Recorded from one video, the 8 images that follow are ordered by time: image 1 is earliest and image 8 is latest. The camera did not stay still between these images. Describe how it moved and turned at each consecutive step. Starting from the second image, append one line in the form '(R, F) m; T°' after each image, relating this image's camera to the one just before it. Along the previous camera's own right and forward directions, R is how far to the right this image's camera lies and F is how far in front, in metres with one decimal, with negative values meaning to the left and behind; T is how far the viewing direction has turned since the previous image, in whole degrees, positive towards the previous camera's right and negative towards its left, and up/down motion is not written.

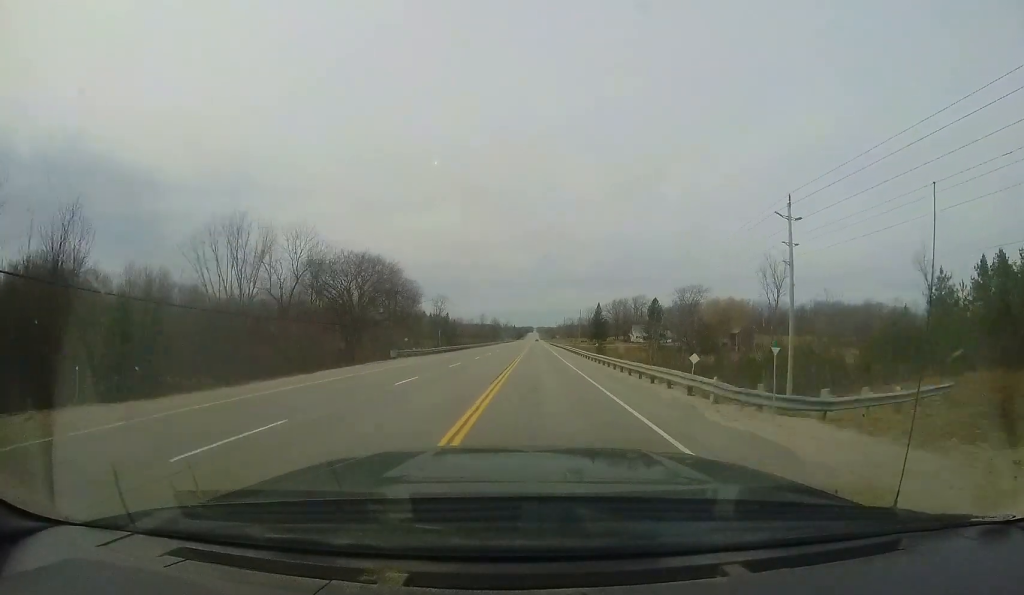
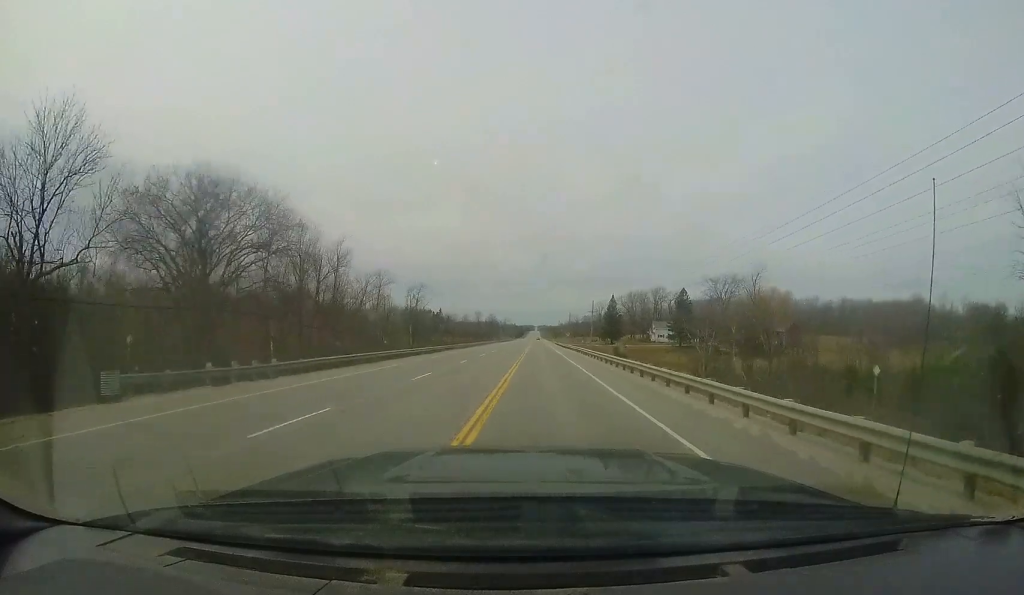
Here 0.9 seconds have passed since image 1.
(-0.5, +26.2) m; -1°
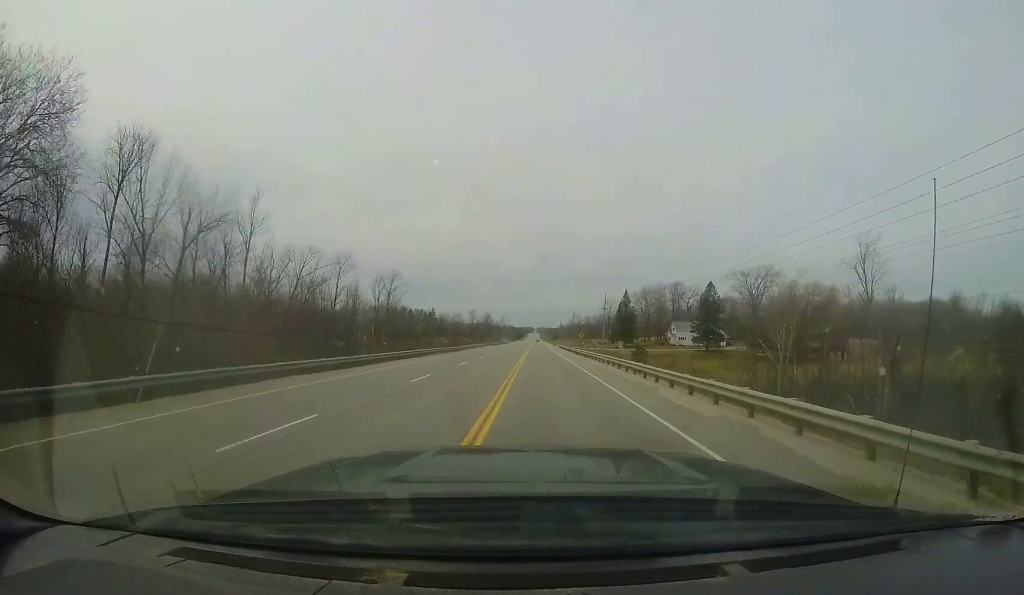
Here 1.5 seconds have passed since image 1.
(0.0, +19.0) m; 0°
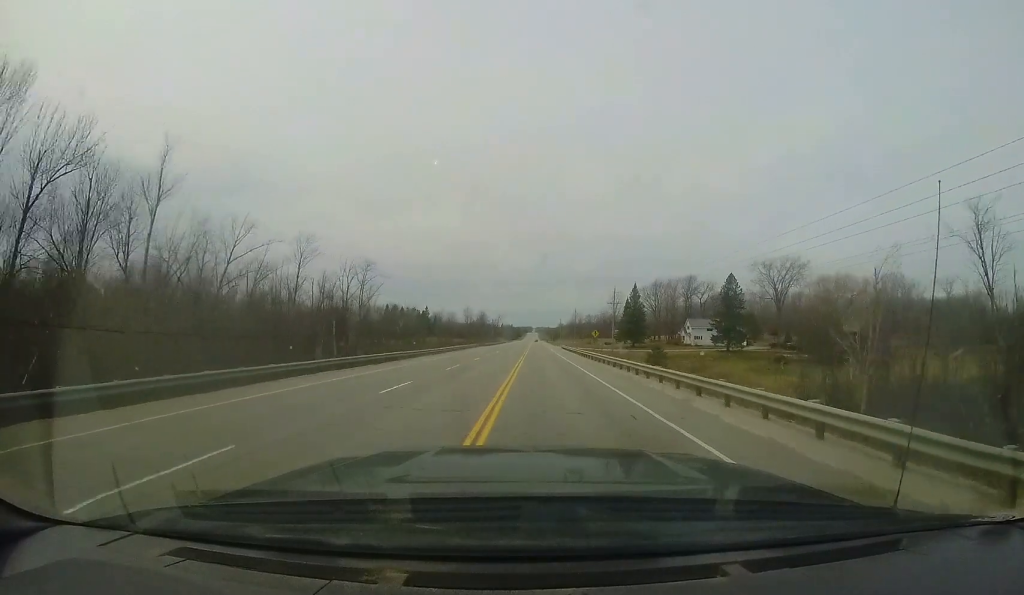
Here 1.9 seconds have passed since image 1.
(0.0, +12.1) m; 0°
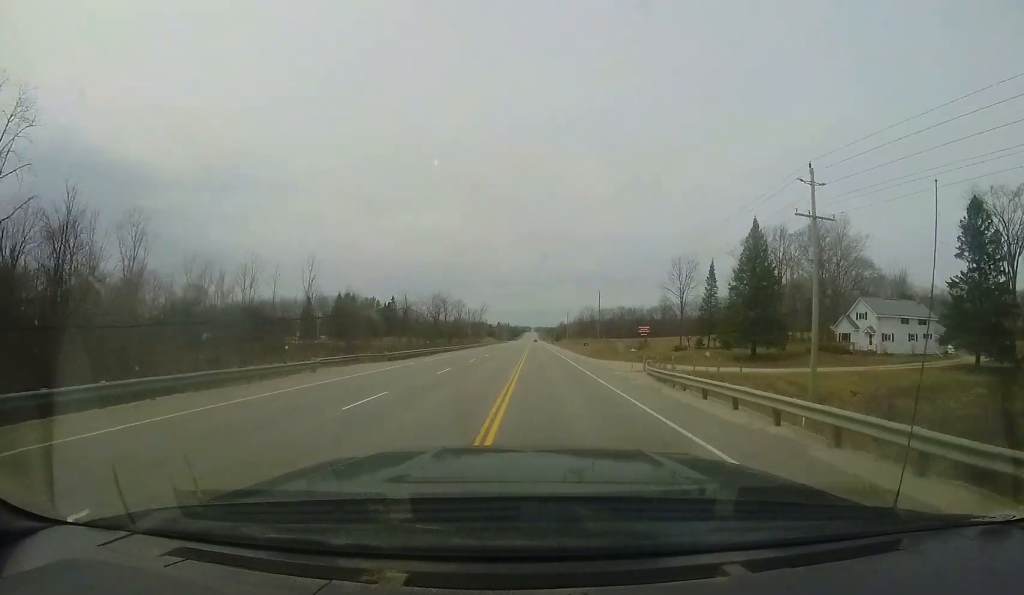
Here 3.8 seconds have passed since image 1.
(+1.0, +57.8) m; +1°
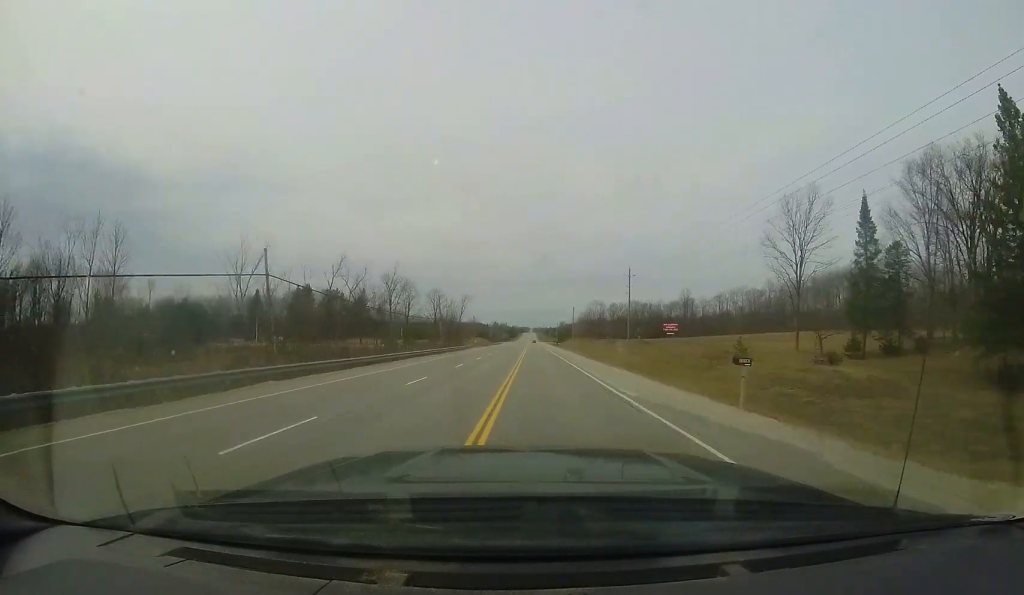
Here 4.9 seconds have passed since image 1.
(-0.2, +31.5) m; 0°
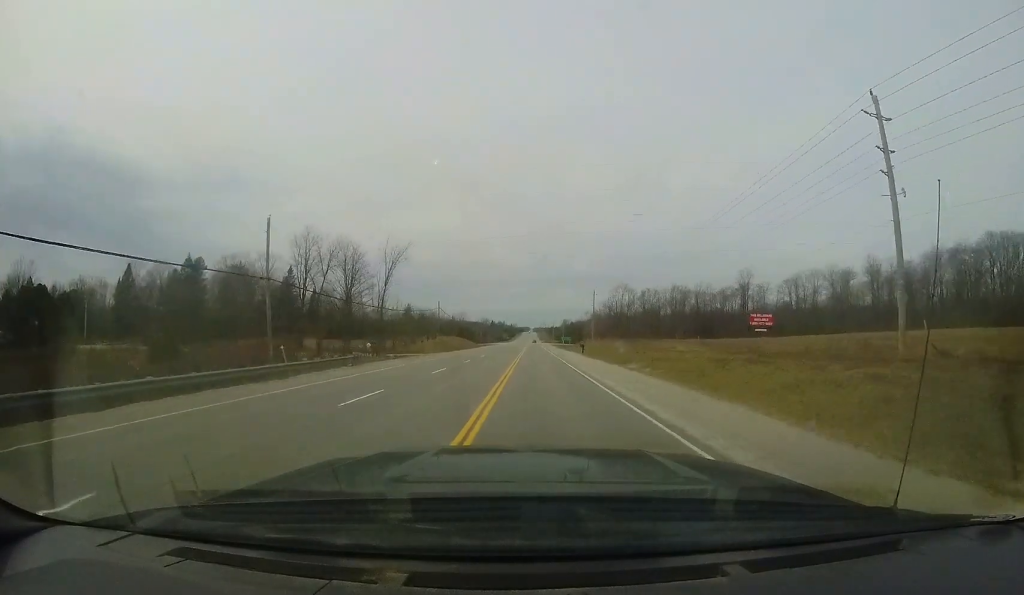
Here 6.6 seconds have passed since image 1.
(+0.4, +50.2) m; +1°
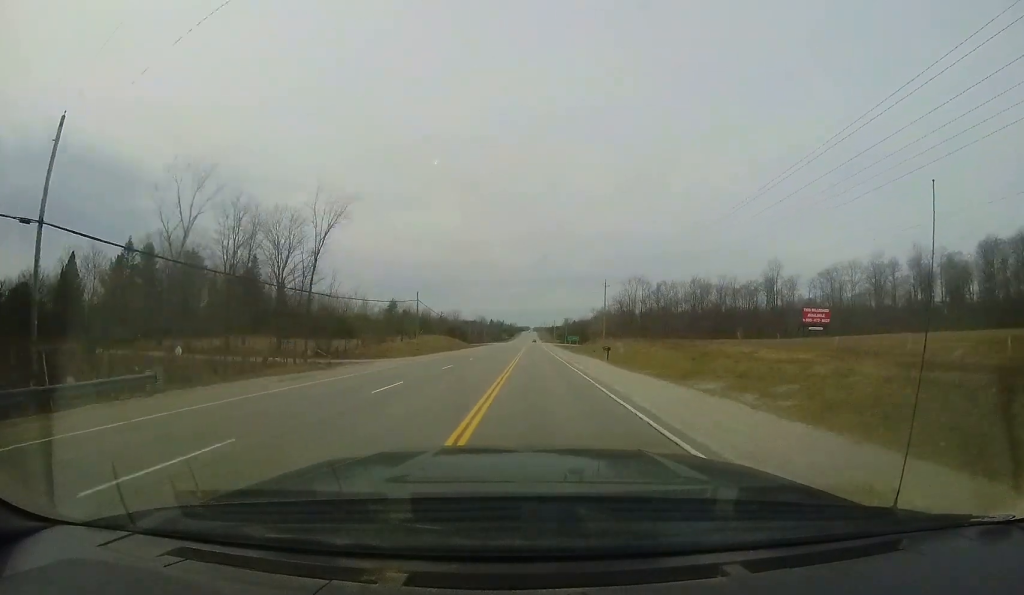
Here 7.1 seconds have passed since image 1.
(0.0, +15.8) m; 0°
